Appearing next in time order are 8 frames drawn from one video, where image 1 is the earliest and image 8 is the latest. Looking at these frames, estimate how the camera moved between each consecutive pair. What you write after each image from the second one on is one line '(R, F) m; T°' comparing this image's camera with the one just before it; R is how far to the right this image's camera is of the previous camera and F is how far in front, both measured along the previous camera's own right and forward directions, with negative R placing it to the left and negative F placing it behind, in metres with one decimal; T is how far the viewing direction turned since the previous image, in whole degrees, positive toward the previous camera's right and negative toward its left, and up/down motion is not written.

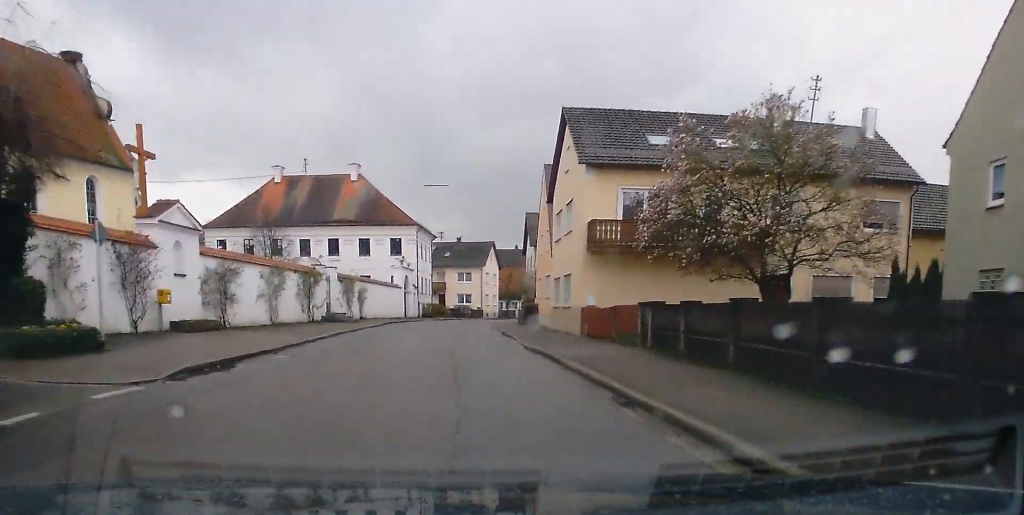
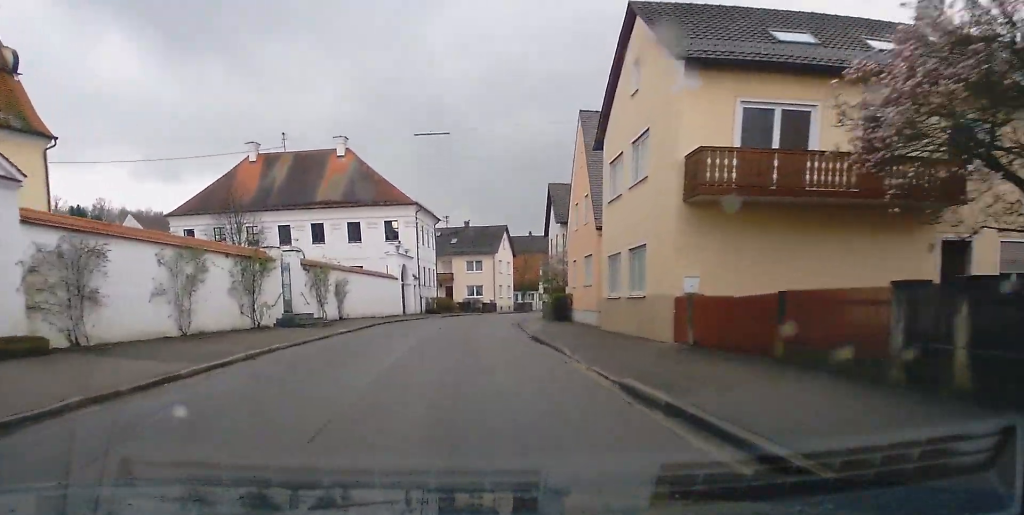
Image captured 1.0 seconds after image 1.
(-0.1, +11.7) m; +1°
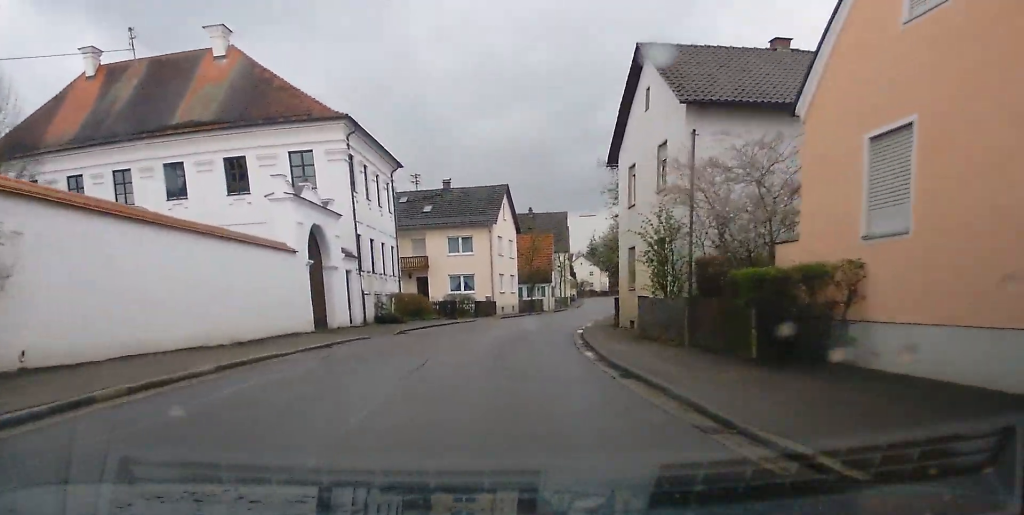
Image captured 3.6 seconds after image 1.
(+0.7, +29.6) m; +4°
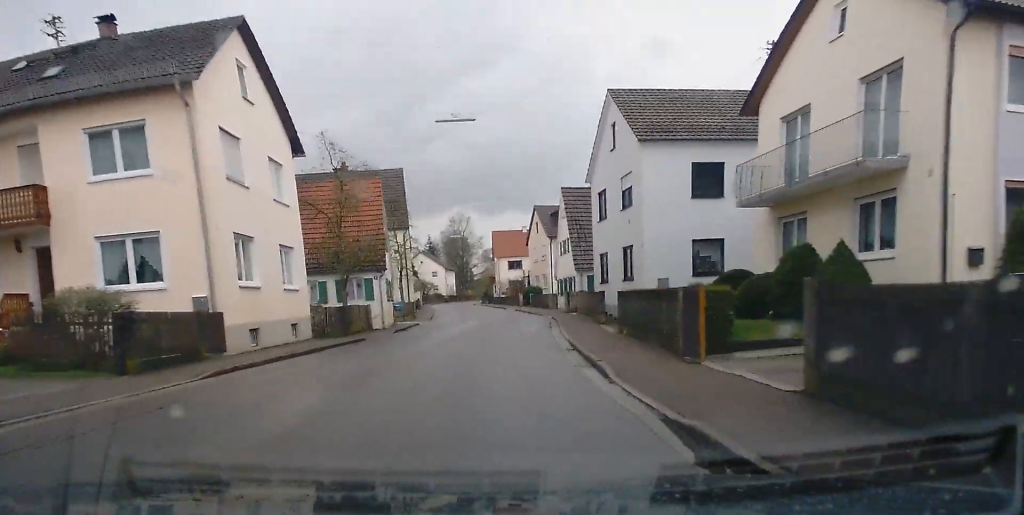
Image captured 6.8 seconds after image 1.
(+2.0, +37.3) m; +8°
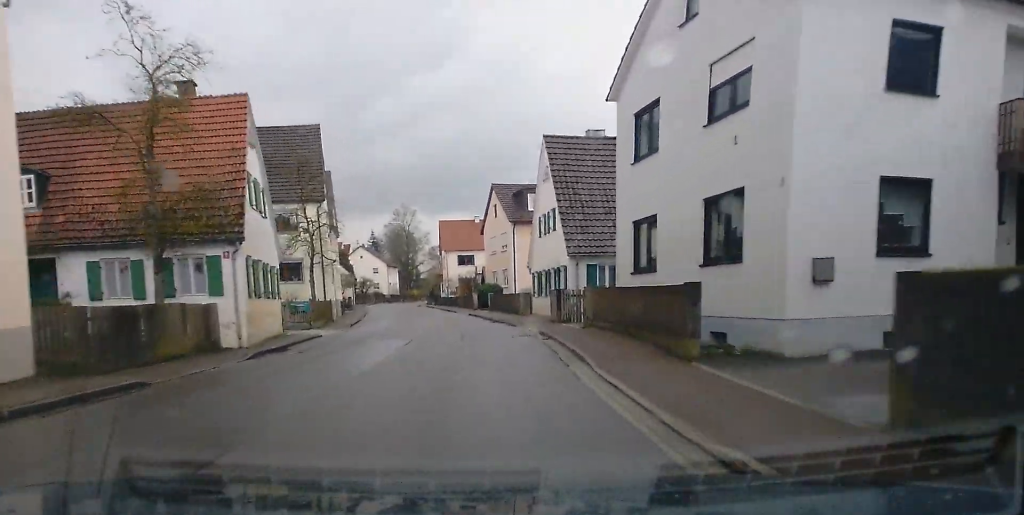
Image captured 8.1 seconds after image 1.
(+1.0, +16.1) m; +1°
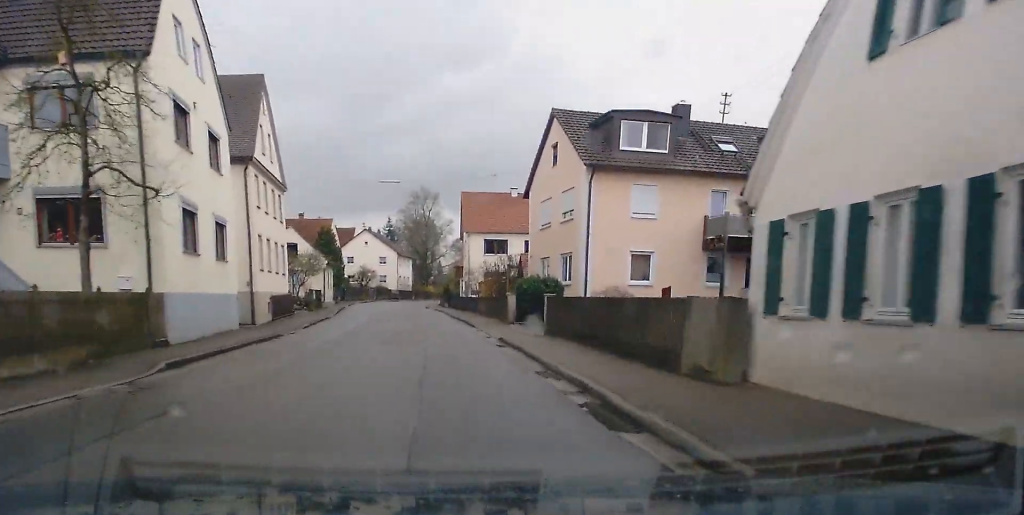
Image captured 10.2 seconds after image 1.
(+0.3, +26.9) m; -1°
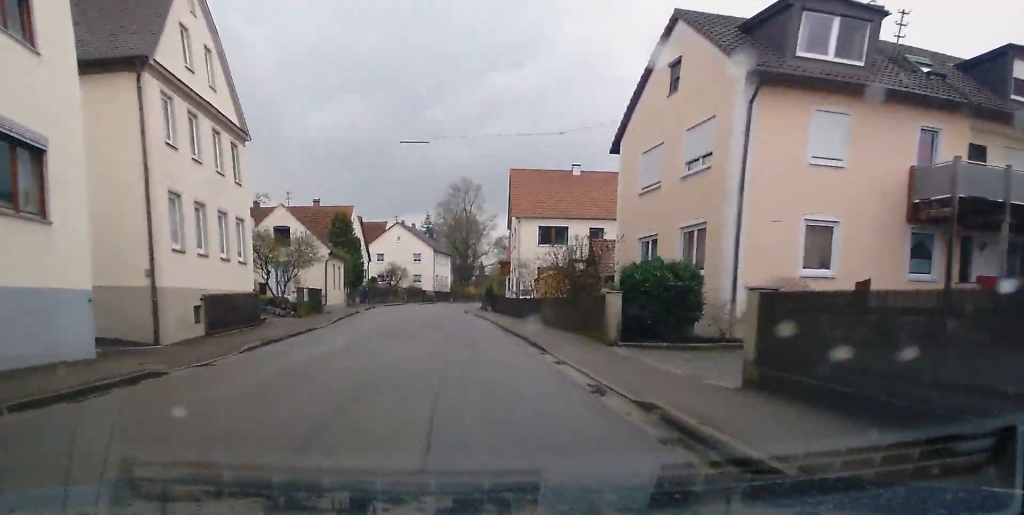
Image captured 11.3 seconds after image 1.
(+0.1, +13.7) m; -2°
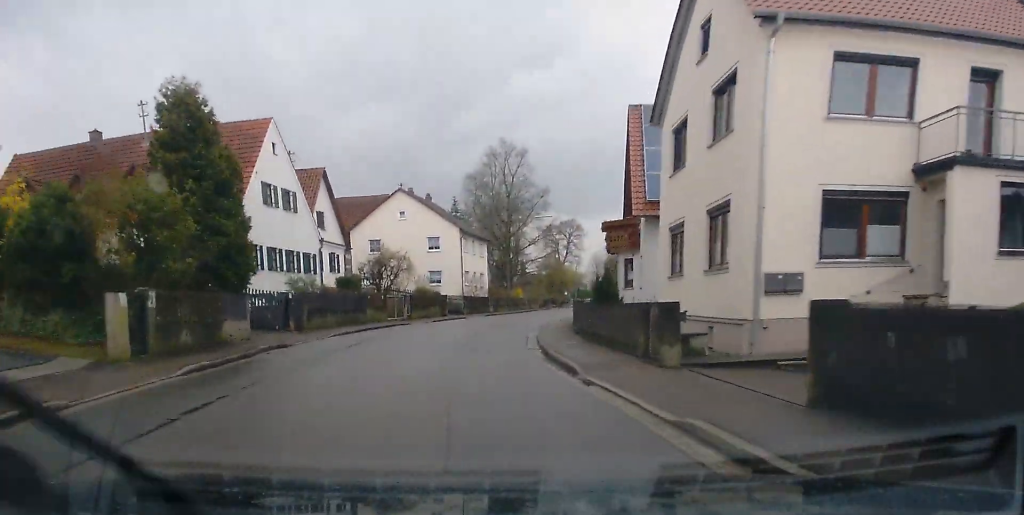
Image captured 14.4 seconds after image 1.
(-1.7, +39.6) m; -1°
